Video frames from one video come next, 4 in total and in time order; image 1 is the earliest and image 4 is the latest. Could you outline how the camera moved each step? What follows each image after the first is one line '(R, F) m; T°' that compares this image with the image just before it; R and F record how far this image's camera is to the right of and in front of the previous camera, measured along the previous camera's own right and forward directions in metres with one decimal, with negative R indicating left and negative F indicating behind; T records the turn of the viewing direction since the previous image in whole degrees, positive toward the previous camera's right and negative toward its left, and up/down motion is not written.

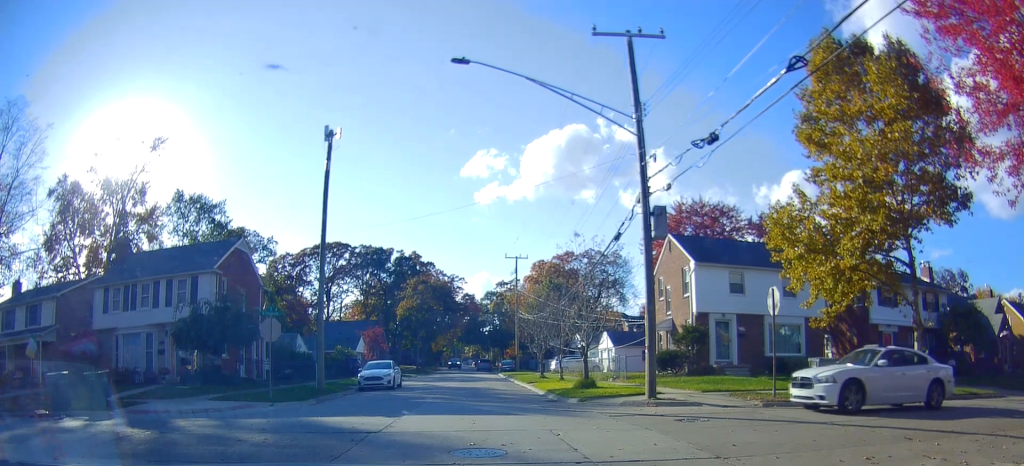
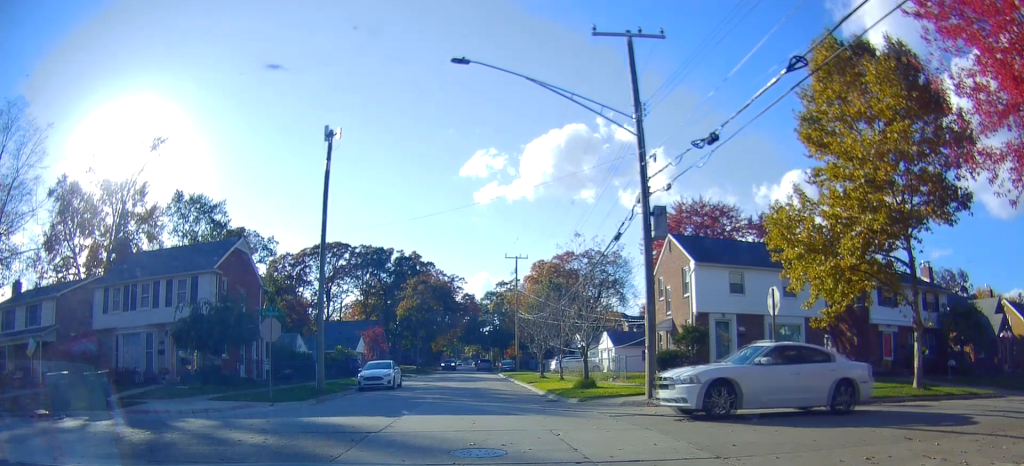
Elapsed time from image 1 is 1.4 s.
(0.0, 0.0) m; 0°
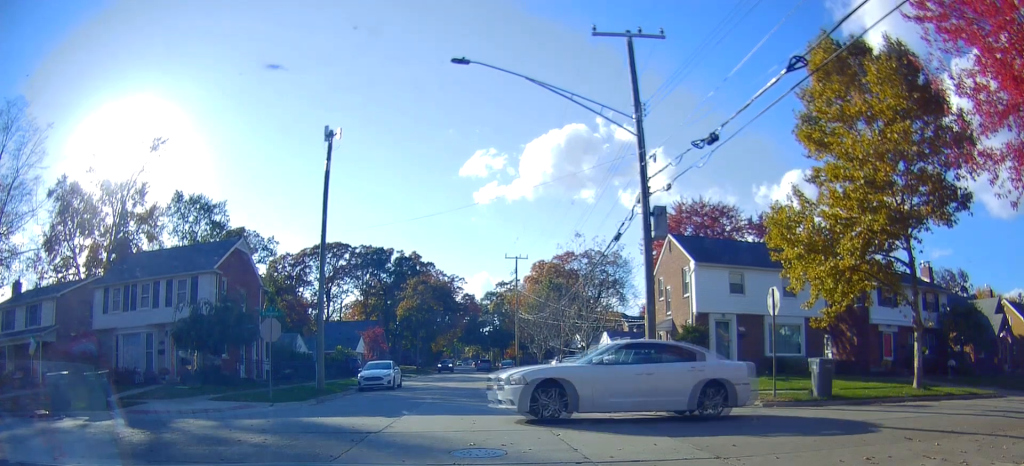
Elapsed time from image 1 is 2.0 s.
(-0.1, +0.3) m; 0°
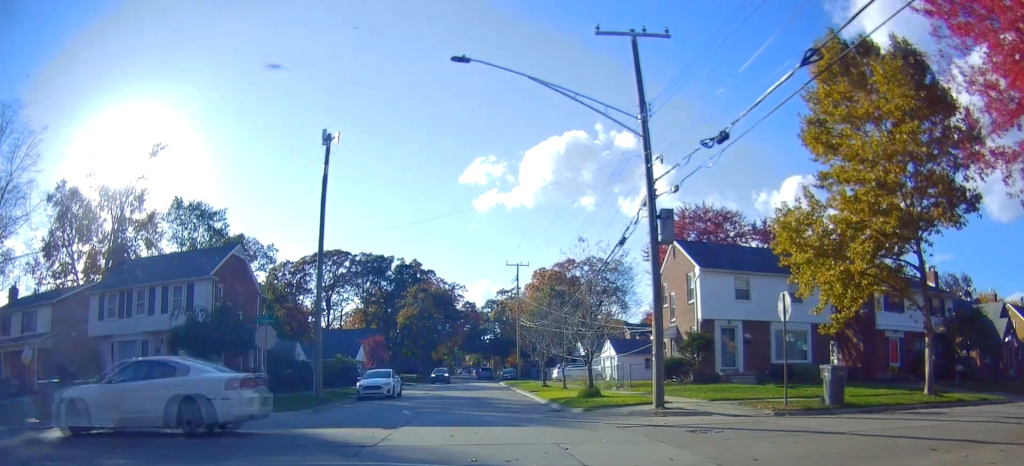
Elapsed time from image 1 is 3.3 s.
(-0.2, +0.6) m; 0°
